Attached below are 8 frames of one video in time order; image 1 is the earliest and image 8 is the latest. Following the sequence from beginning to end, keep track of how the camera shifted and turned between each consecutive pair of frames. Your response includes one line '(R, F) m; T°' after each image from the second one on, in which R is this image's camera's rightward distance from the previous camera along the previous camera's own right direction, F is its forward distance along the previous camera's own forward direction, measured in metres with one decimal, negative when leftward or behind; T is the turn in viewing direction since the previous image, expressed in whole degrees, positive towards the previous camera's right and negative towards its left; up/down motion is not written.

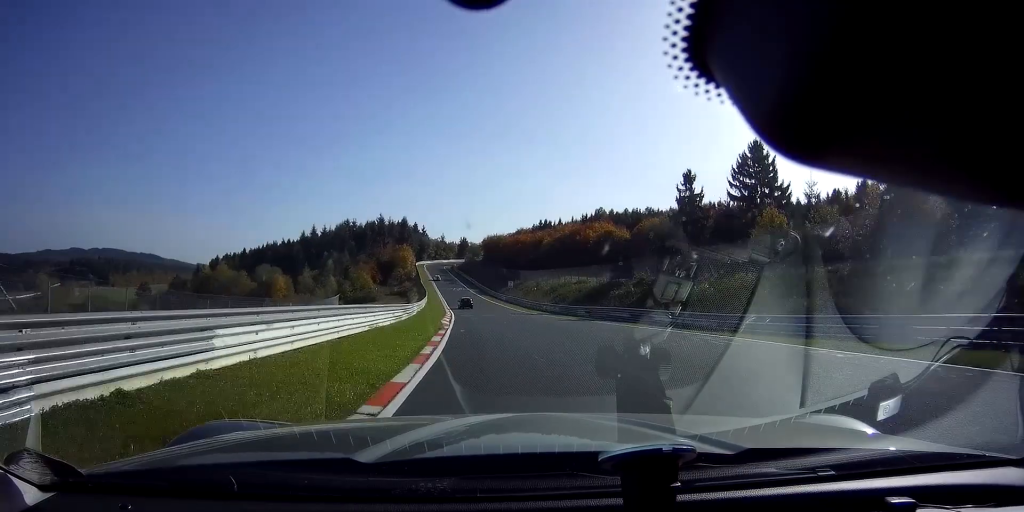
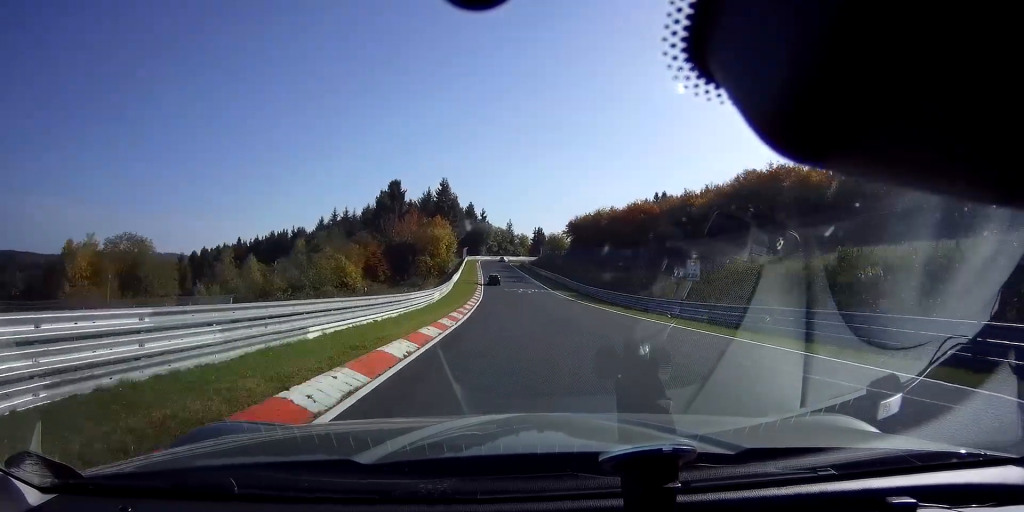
(-5.9, +72.3) m; -7°
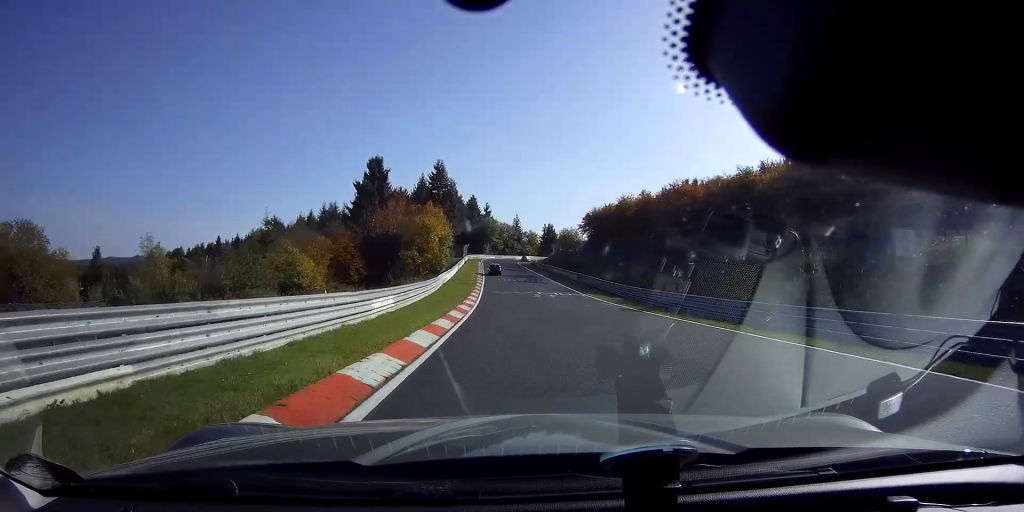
(-0.2, +18.4) m; -1°
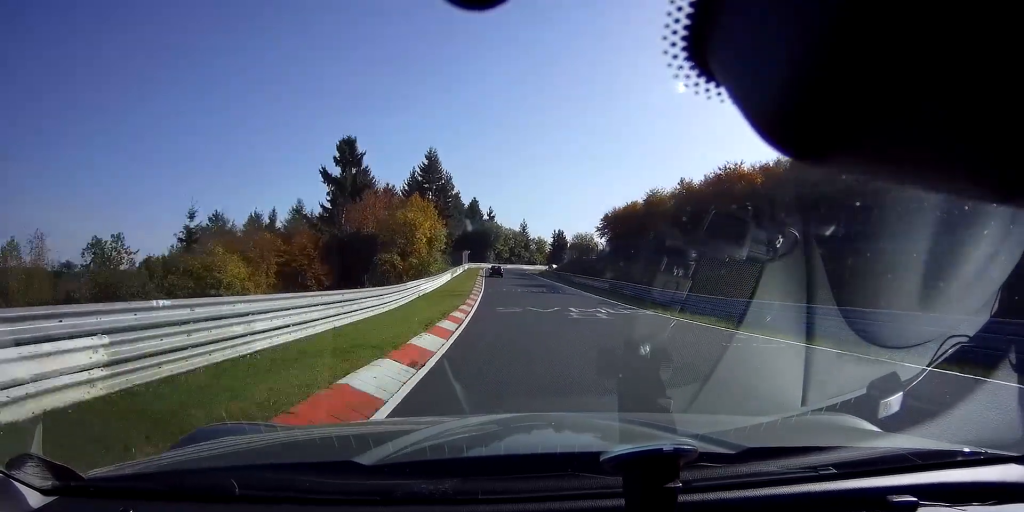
(-0.1, +15.8) m; 0°
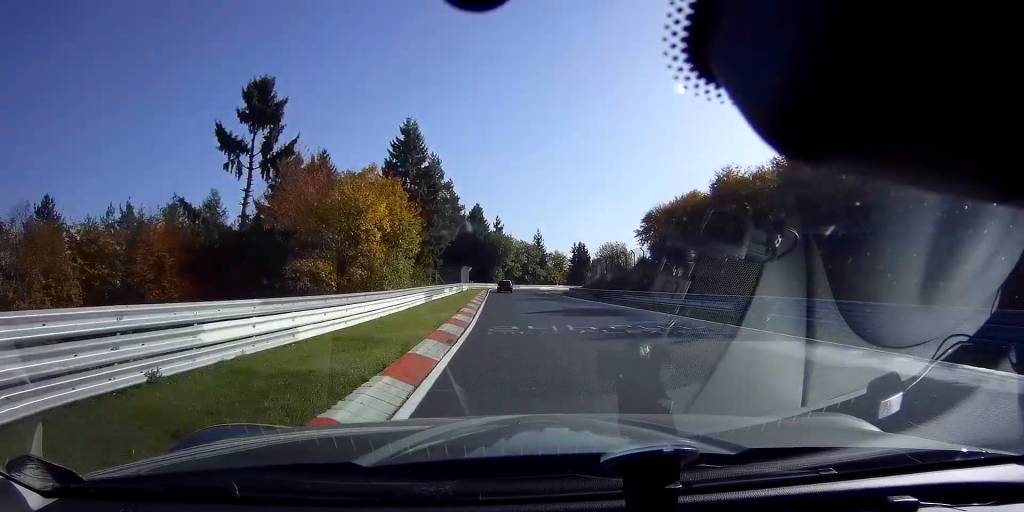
(-0.4, +23.3) m; 0°
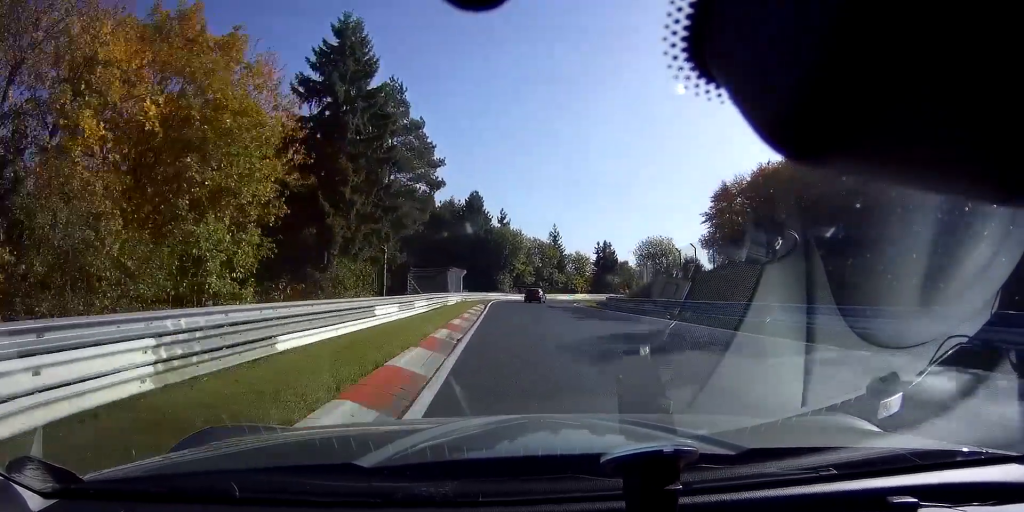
(+0.3, +23.1) m; +1°
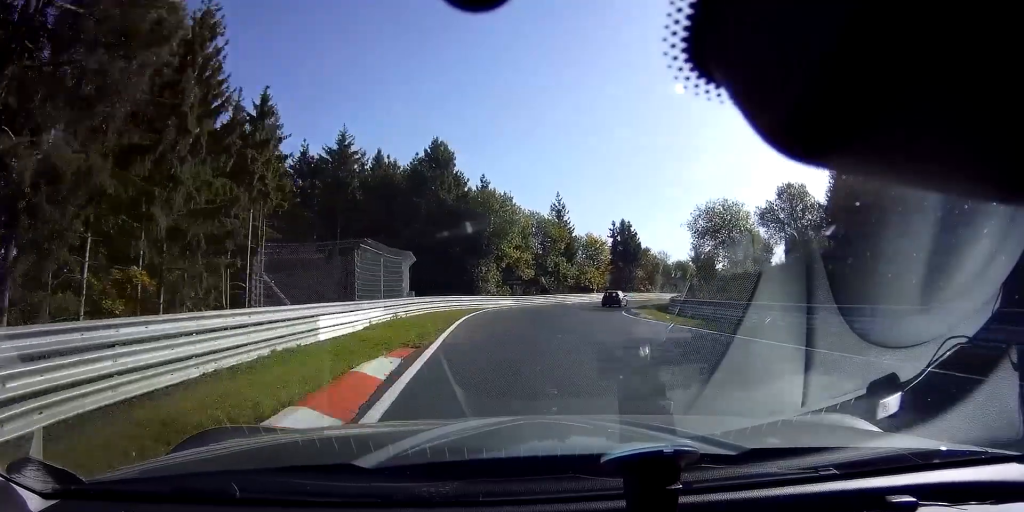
(+0.2, +29.1) m; +5°
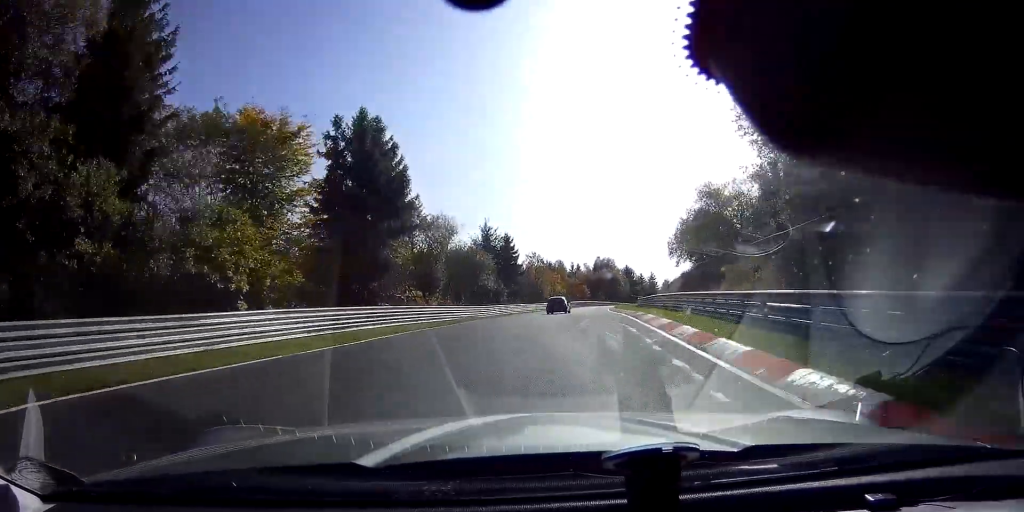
(+10.3, +52.9) m; +23°
